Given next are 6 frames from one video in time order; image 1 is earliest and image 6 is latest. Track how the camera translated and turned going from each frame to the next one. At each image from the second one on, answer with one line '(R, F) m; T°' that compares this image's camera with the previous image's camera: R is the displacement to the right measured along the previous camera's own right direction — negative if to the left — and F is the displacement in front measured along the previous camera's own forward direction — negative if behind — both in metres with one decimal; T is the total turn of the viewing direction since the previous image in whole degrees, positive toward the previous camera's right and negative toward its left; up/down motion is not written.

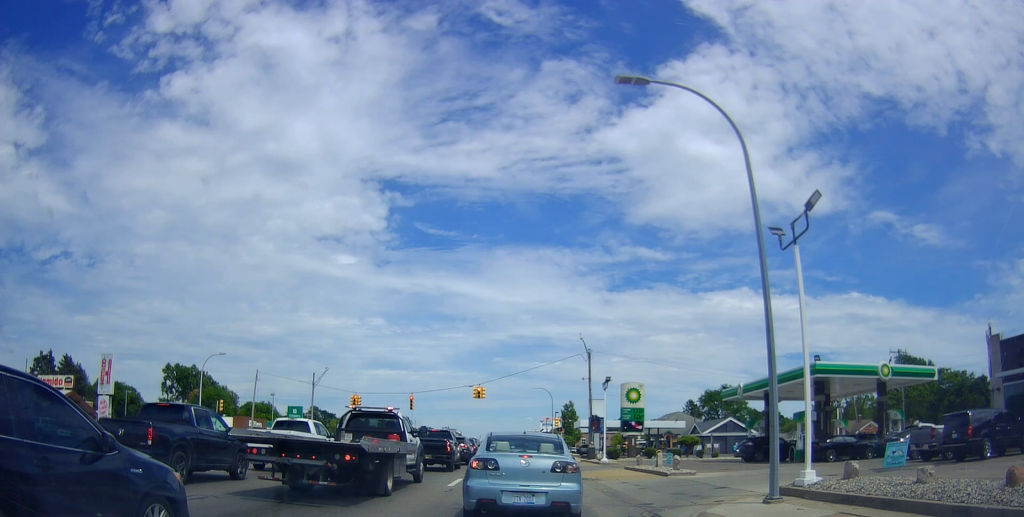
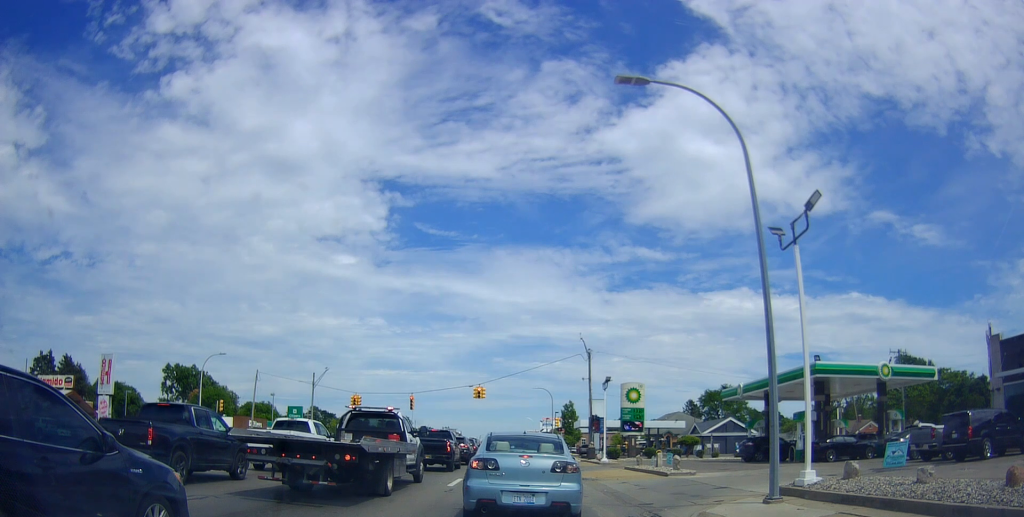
(0.0, 0.0) m; 0°
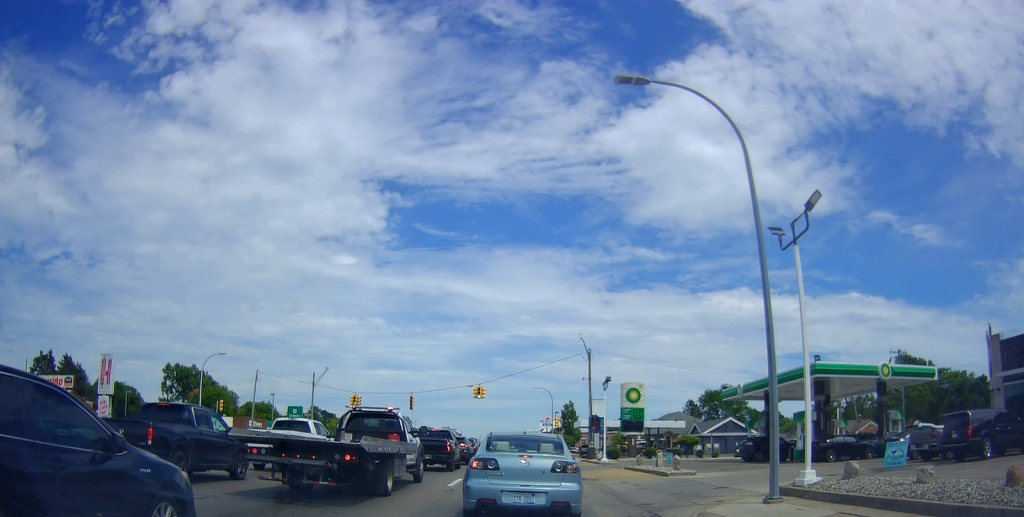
(0.0, 0.0) m; 0°
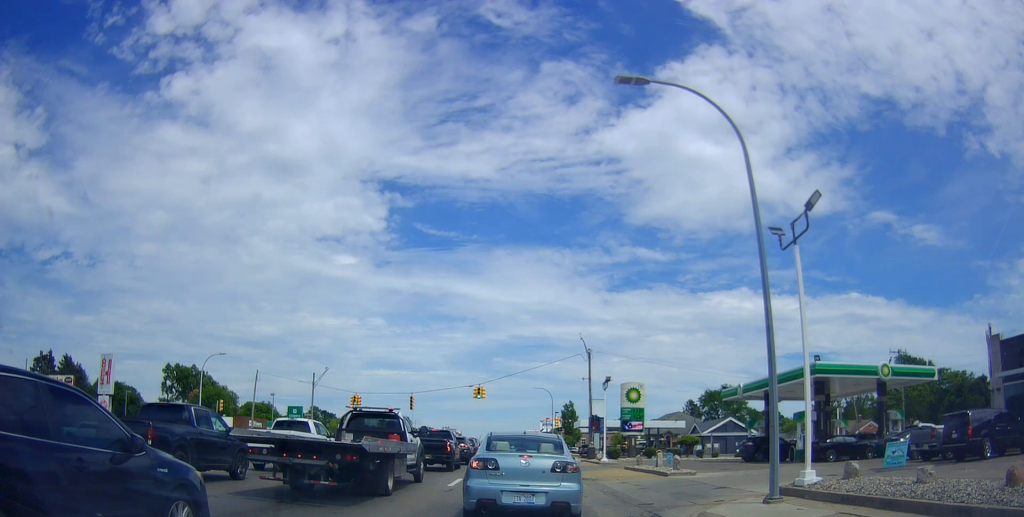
(0.0, 0.0) m; 0°
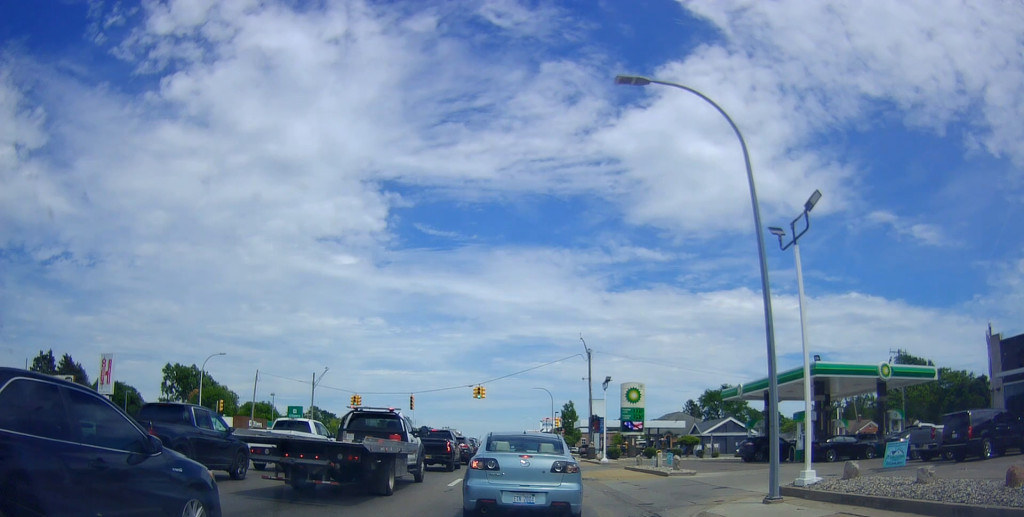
(0.0, 0.0) m; 0°
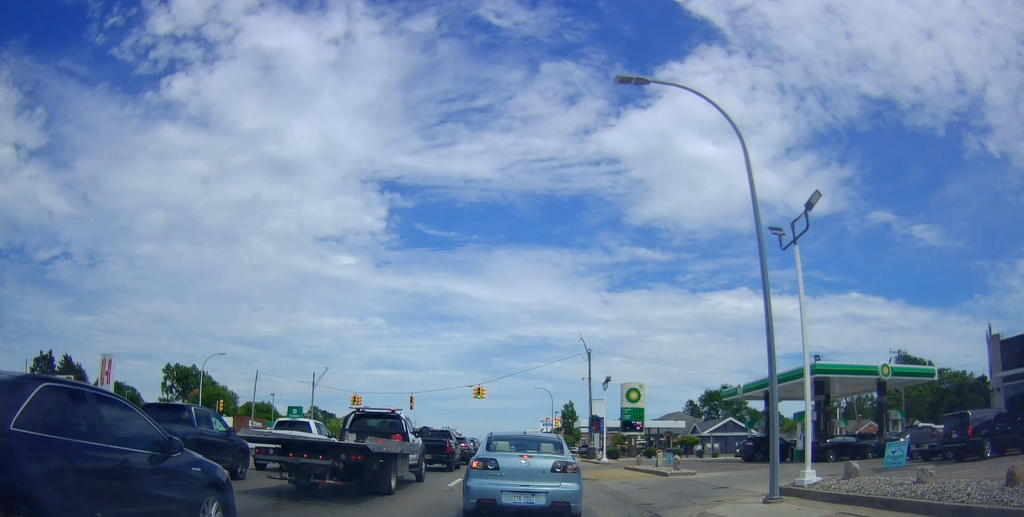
(0.0, 0.0) m; 0°
